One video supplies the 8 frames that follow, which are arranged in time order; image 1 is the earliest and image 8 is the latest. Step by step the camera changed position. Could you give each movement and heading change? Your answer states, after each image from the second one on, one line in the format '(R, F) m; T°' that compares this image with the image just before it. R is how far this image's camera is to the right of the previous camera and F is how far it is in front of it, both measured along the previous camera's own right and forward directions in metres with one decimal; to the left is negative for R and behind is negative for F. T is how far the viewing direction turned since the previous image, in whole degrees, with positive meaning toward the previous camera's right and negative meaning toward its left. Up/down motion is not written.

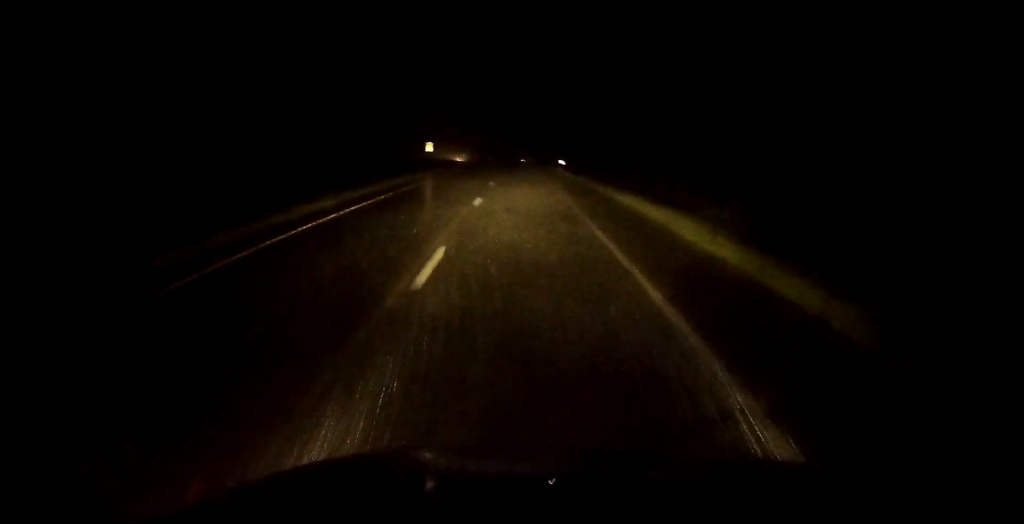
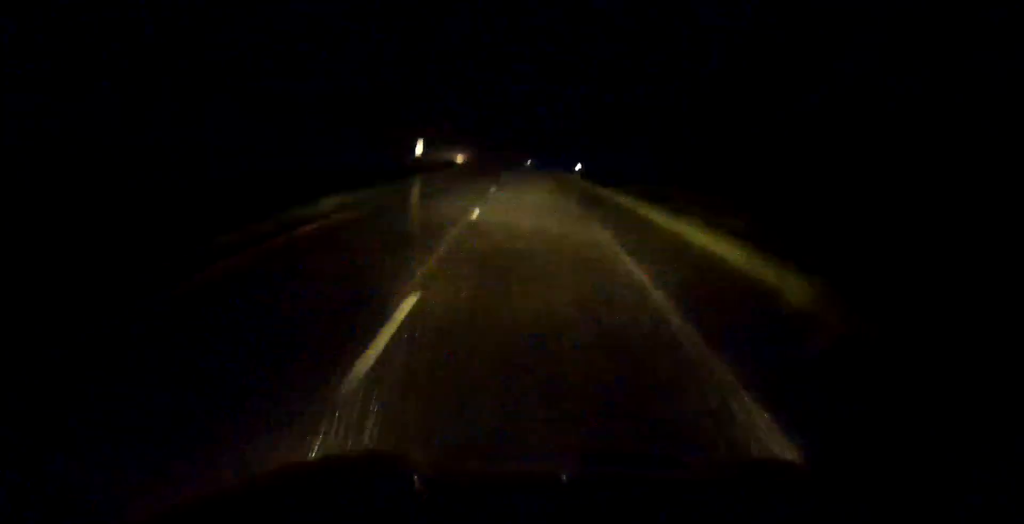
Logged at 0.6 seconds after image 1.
(0.0, +16.0) m; 0°
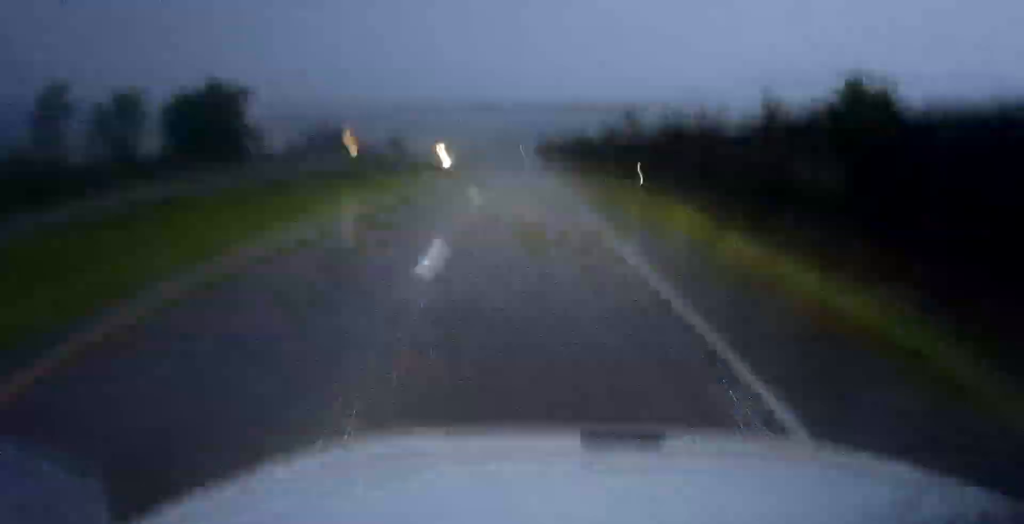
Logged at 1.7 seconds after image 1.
(-0.2, +33.1) m; 0°
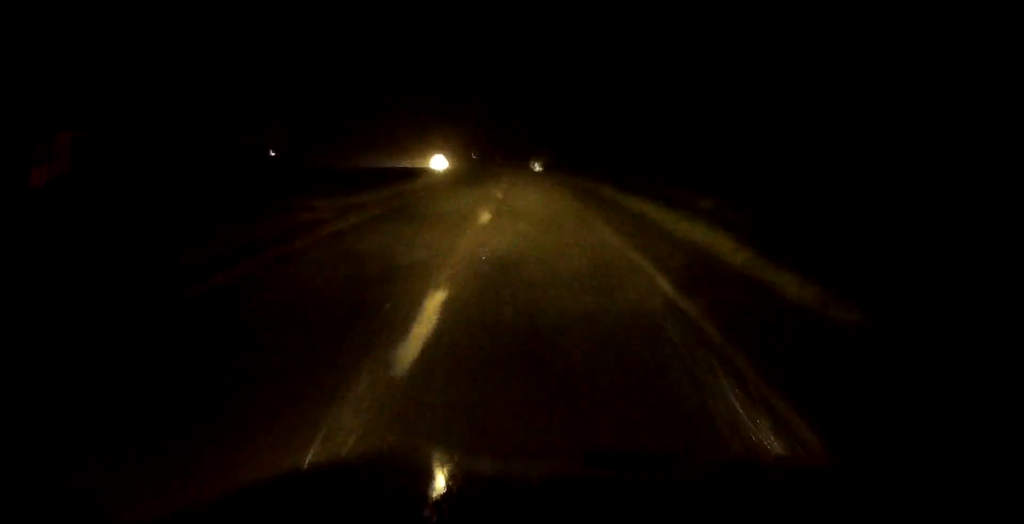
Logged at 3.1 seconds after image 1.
(+0.1, +39.9) m; 0°
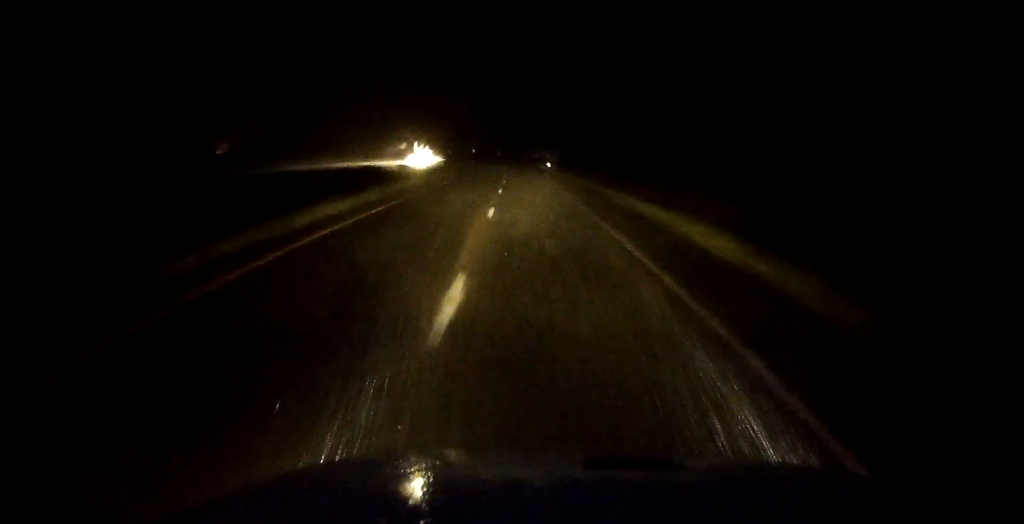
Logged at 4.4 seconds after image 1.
(-0.1, +35.5) m; 0°
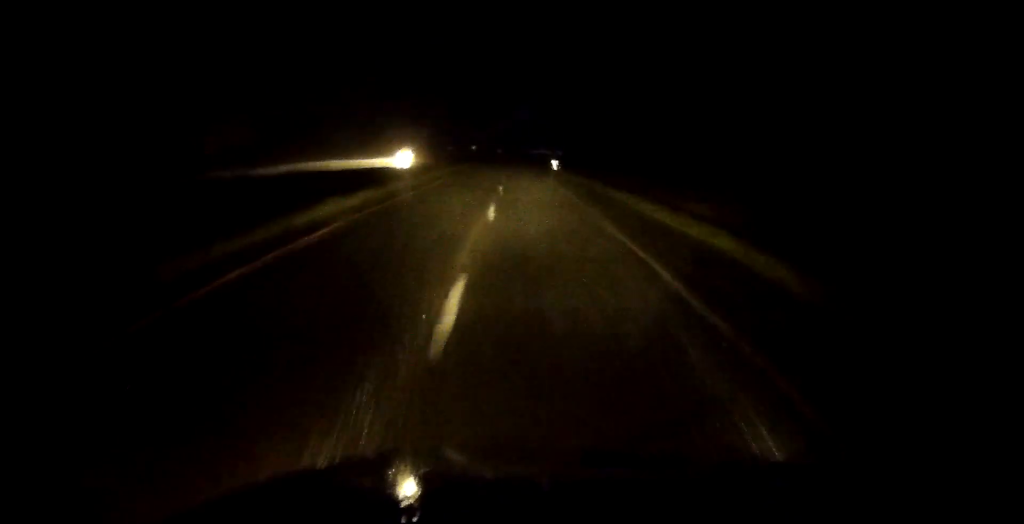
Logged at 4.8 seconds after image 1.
(0.0, +12.6) m; 0°
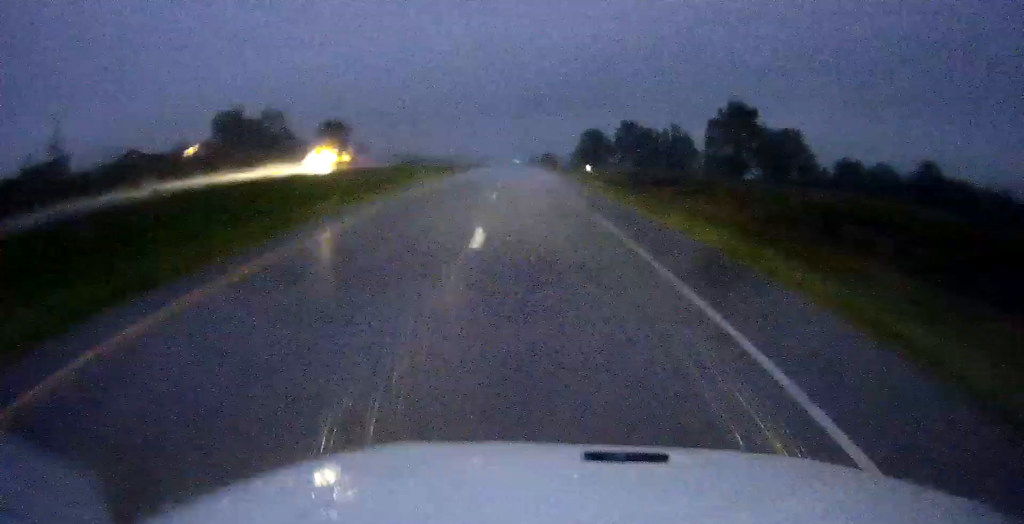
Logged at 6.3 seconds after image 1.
(0.0, +43.1) m; 0°
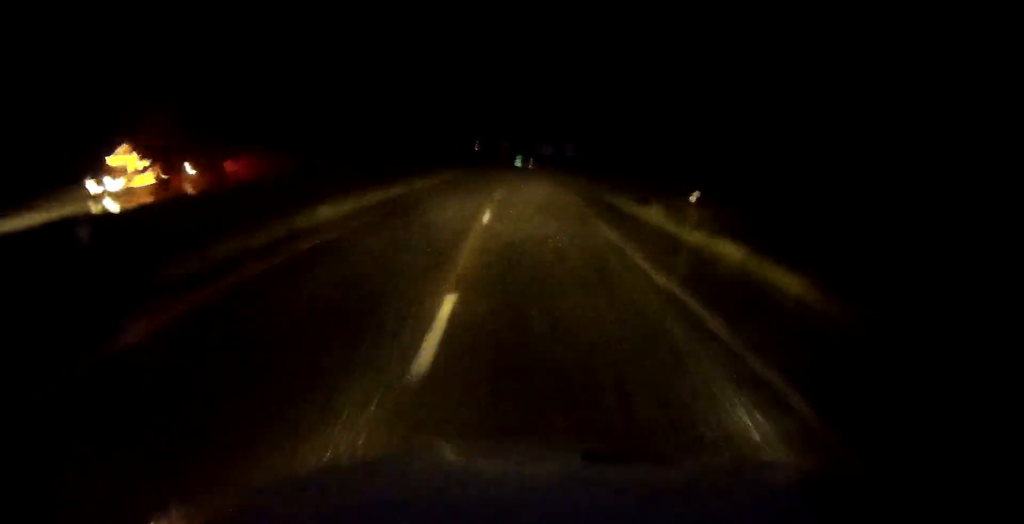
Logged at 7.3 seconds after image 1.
(-0.2, +31.6) m; 0°
